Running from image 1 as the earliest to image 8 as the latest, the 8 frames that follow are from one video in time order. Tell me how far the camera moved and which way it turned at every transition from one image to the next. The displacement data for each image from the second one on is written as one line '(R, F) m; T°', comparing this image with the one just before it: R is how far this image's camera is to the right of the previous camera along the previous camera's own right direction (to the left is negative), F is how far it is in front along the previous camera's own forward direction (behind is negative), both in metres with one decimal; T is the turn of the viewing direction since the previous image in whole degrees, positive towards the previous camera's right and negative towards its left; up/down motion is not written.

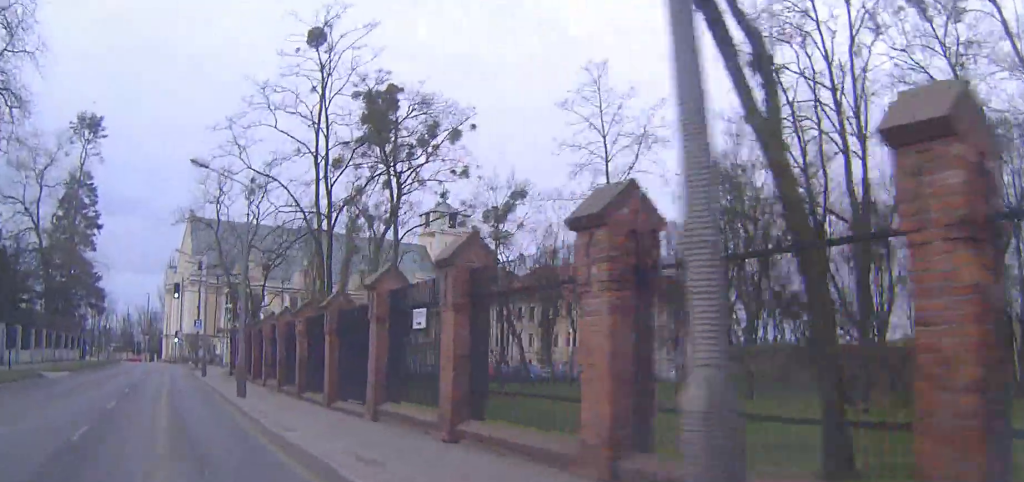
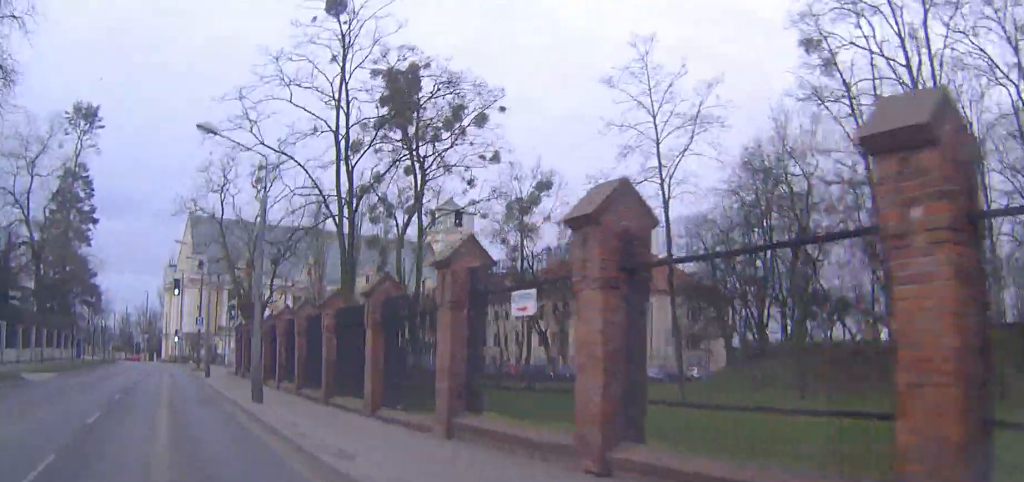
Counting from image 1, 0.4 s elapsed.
(-0.1, +3.7) m; 0°
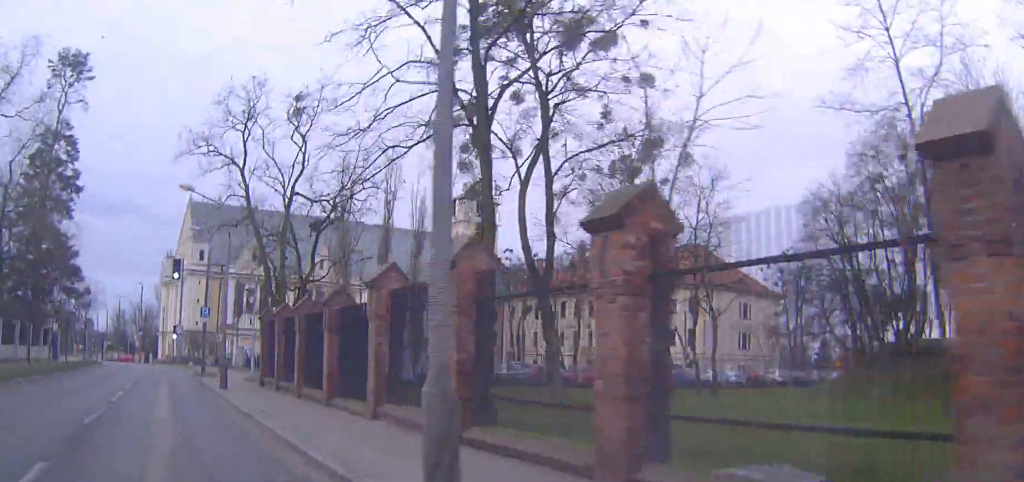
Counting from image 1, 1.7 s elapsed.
(+0.4, +11.8) m; +1°
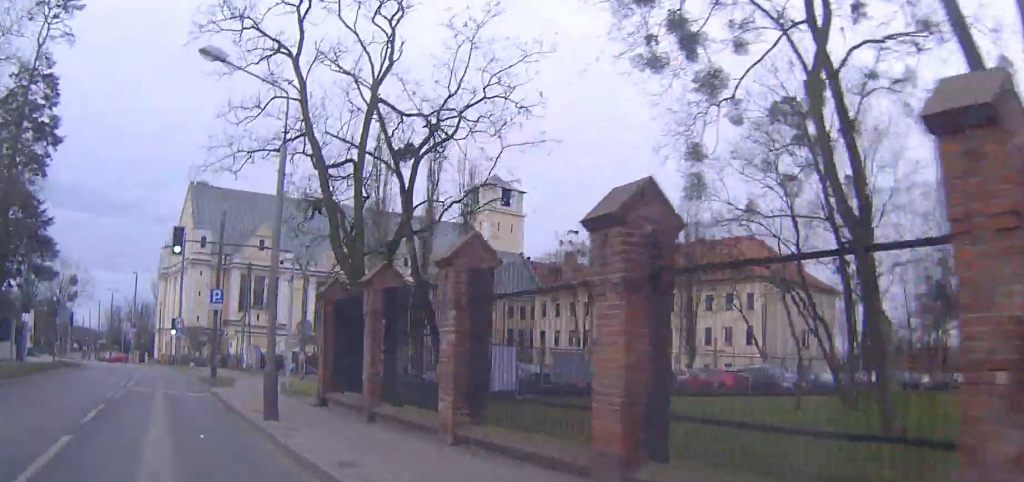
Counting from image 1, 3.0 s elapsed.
(-0.1, +11.4) m; 0°
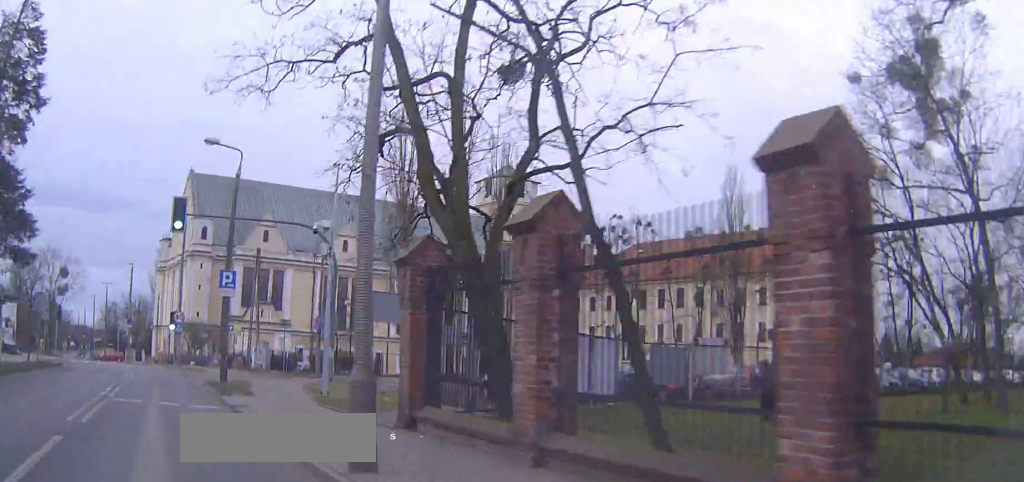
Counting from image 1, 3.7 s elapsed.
(0.0, +6.2) m; 0°
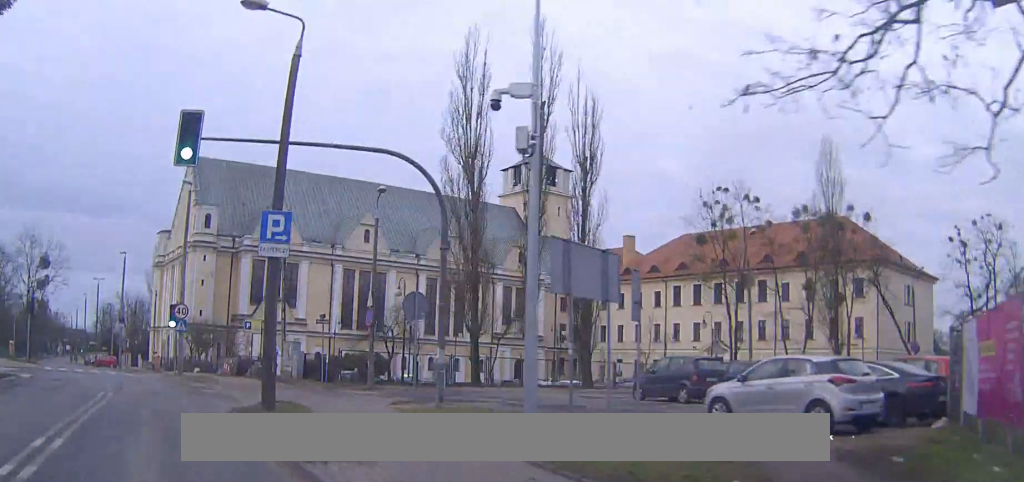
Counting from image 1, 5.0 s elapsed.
(-0.1, +11.4) m; -1°
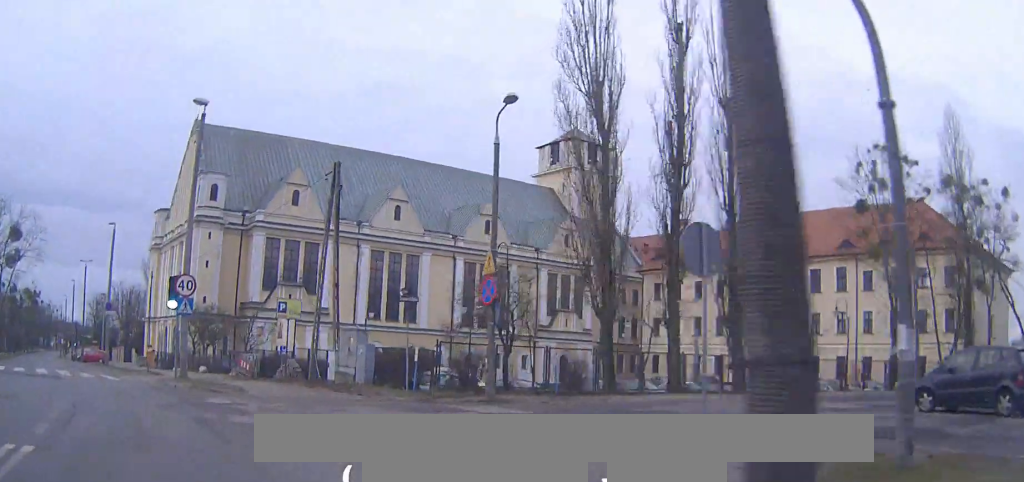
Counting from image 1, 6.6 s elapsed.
(0.0, +12.6) m; 0°
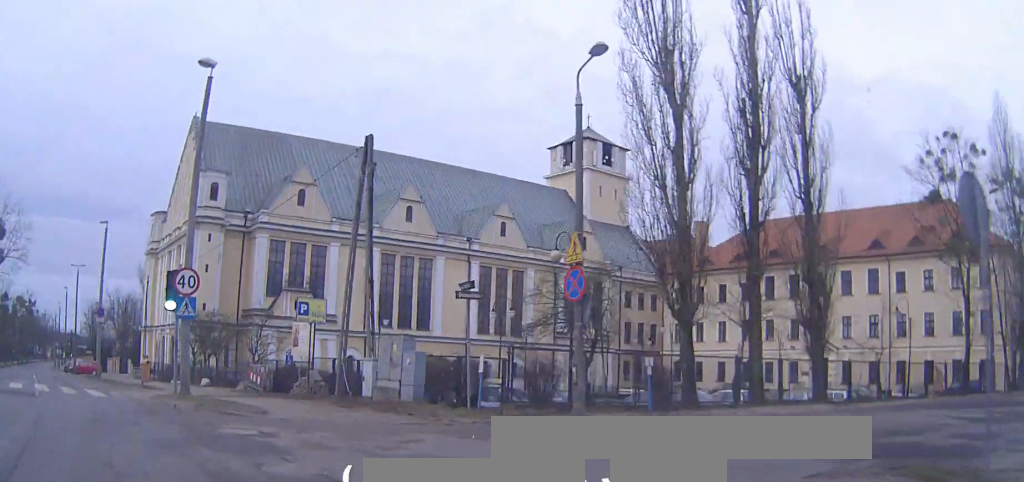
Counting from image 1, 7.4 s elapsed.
(0.0, +5.2) m; 0°
